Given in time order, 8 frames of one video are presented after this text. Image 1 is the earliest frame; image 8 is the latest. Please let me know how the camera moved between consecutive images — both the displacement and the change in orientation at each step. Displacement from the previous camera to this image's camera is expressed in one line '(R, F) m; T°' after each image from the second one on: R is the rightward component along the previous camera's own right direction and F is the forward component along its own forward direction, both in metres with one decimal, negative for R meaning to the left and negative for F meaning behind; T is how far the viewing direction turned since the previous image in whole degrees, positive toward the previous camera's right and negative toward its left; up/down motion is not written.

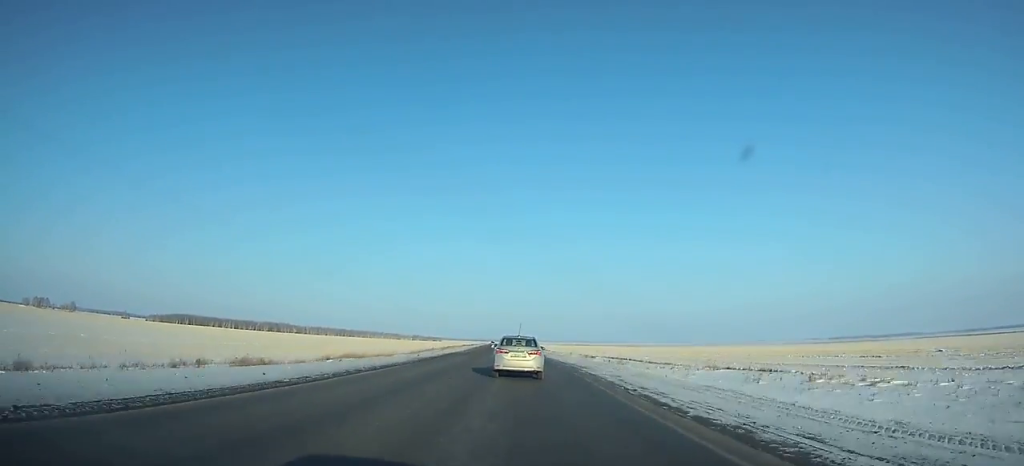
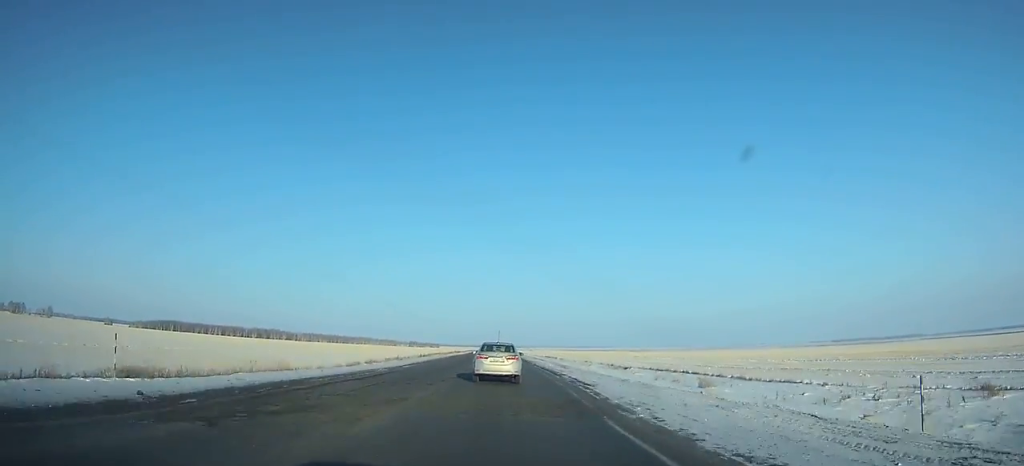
(-0.3, +43.2) m; -1°
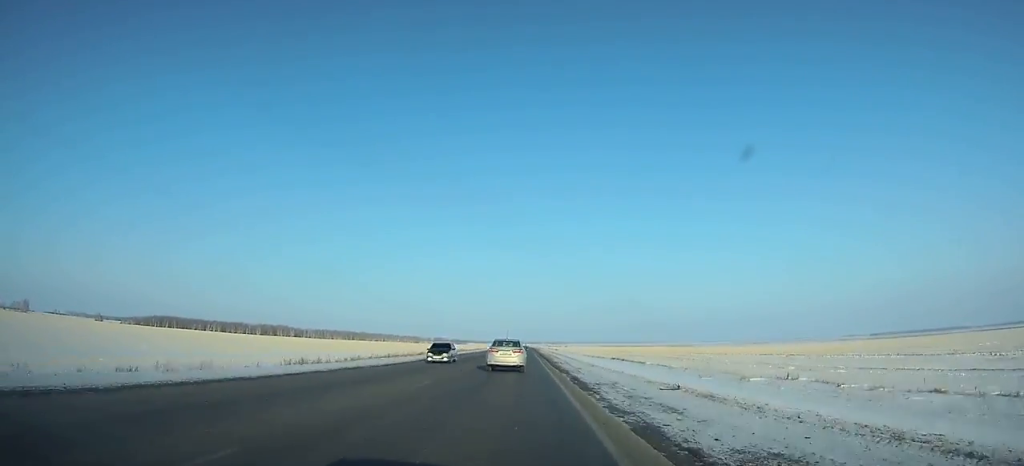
(-2.0, +95.8) m; -2°
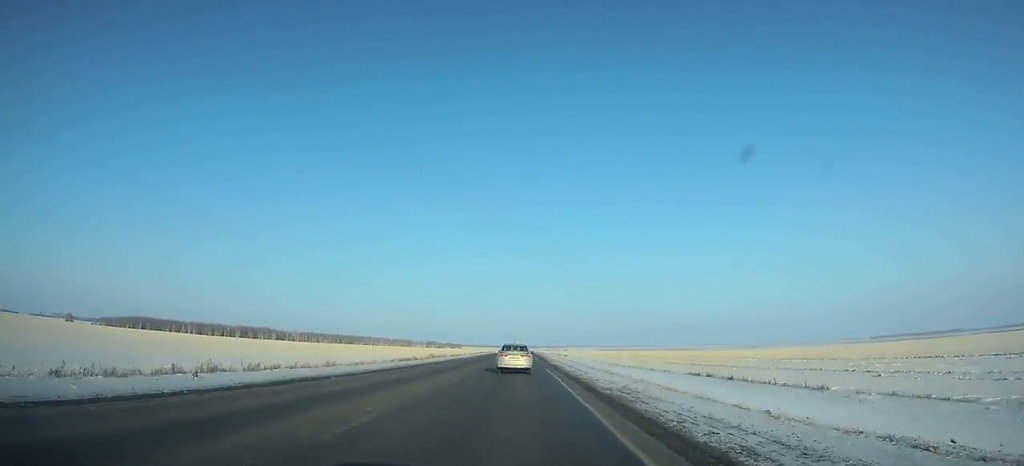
(0.0, +55.9) m; 0°
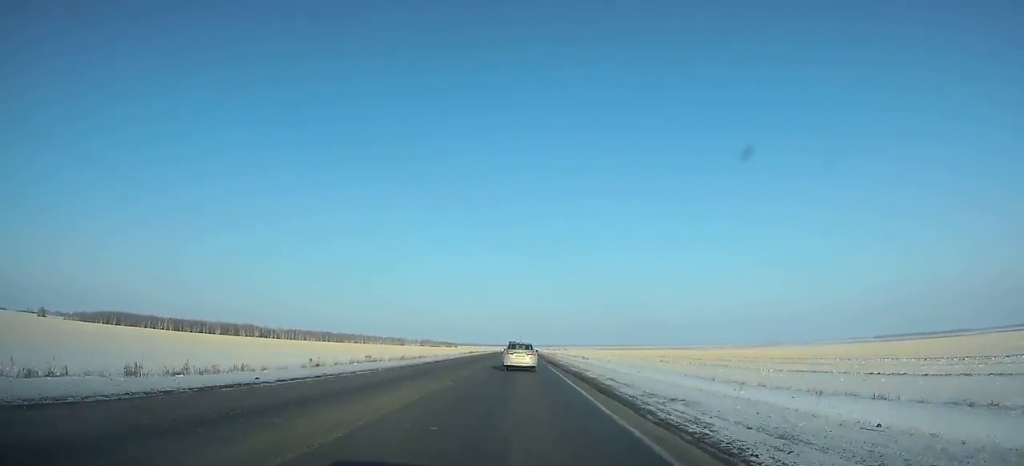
(+0.1, +49.1) m; 0°
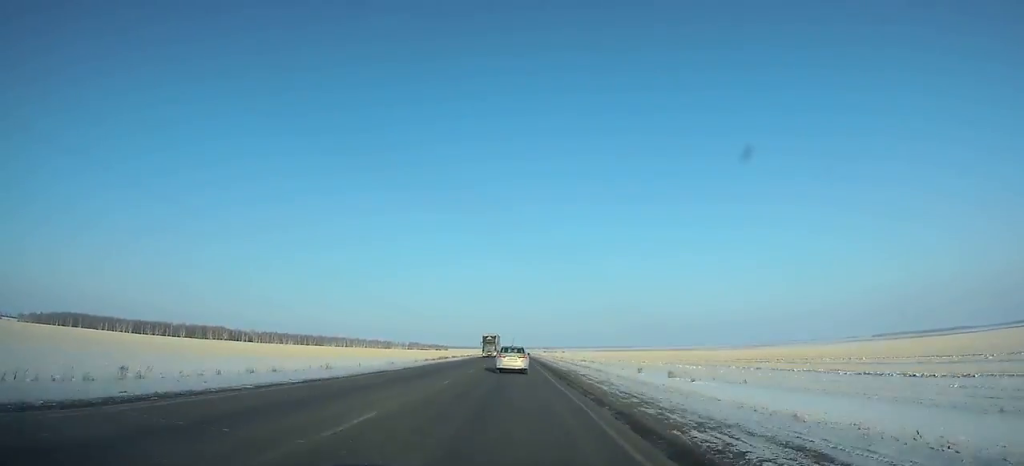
(+0.2, +69.6) m; 0°
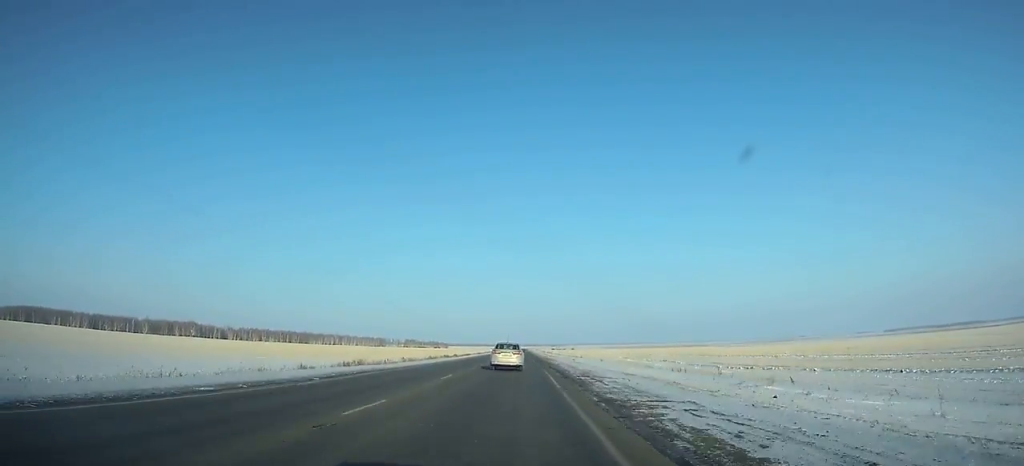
(-0.1, +80.7) m; 0°
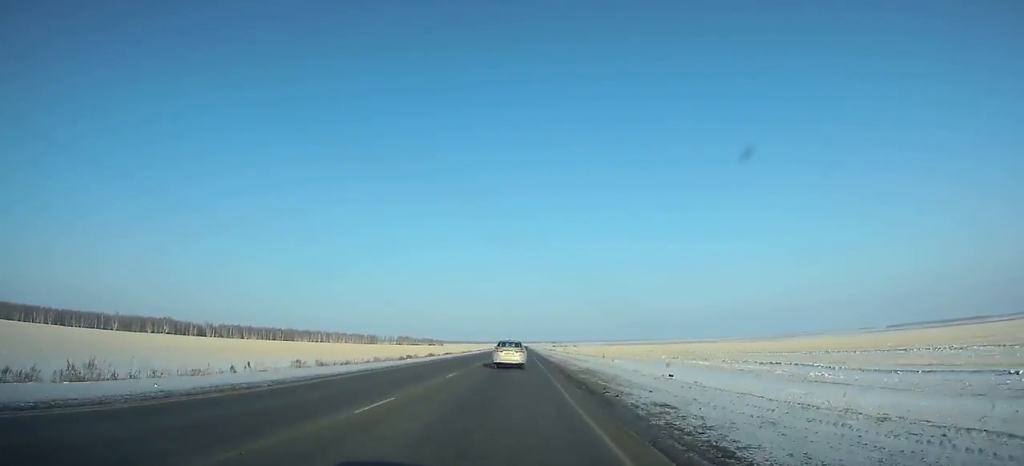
(-0.1, +48.2) m; 0°
